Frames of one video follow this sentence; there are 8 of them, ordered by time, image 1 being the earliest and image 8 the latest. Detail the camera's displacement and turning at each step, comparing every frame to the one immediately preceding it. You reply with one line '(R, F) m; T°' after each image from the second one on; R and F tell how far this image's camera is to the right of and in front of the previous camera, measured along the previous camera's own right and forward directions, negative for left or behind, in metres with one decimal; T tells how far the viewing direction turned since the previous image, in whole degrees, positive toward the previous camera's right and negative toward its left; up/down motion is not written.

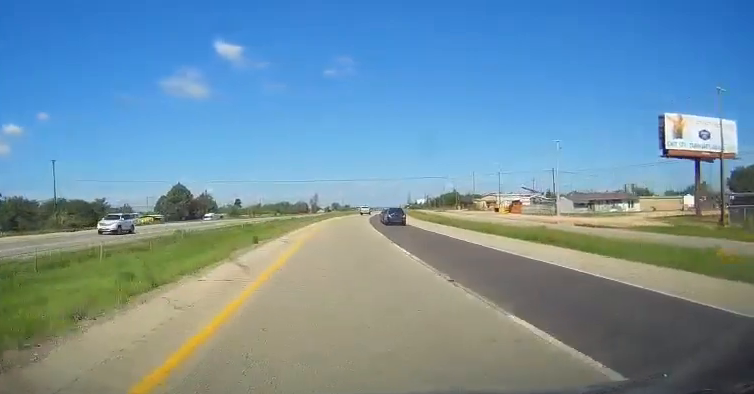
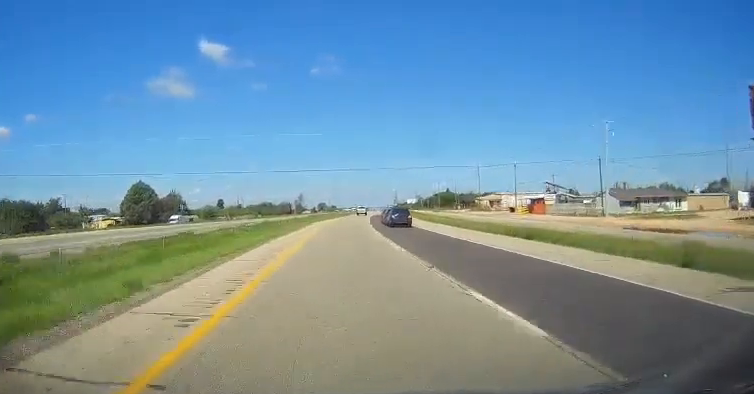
(-0.5, +22.3) m; +1°
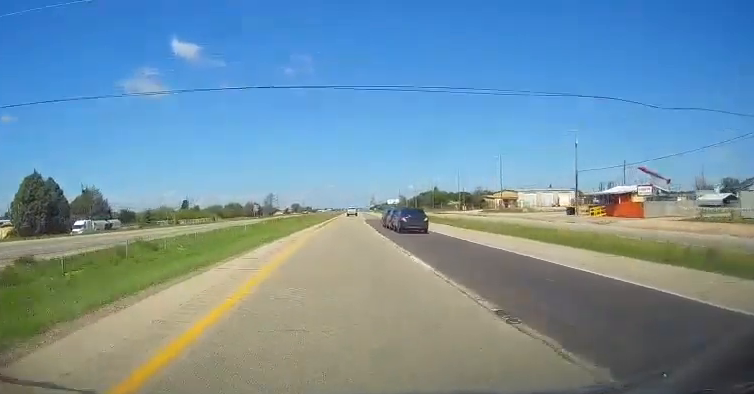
(+1.7, +41.8) m; +3°
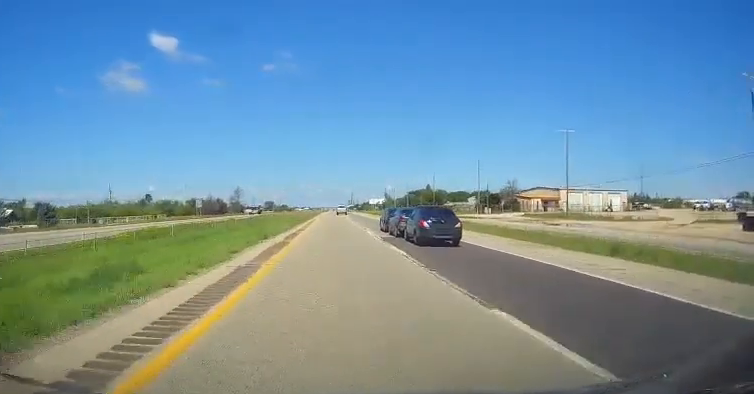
(+0.3, +45.1) m; +1°
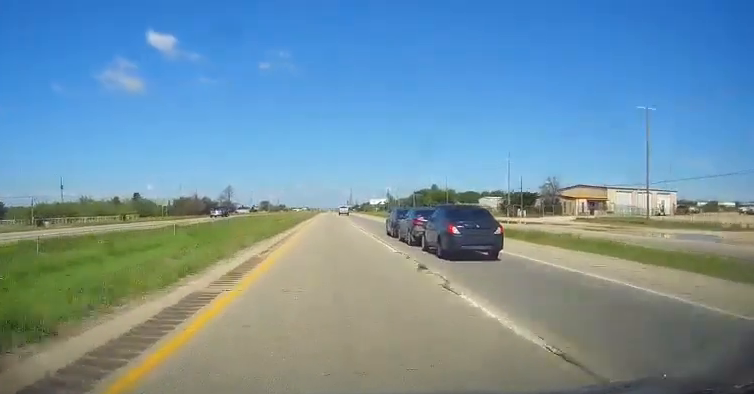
(+0.2, +23.1) m; +1°
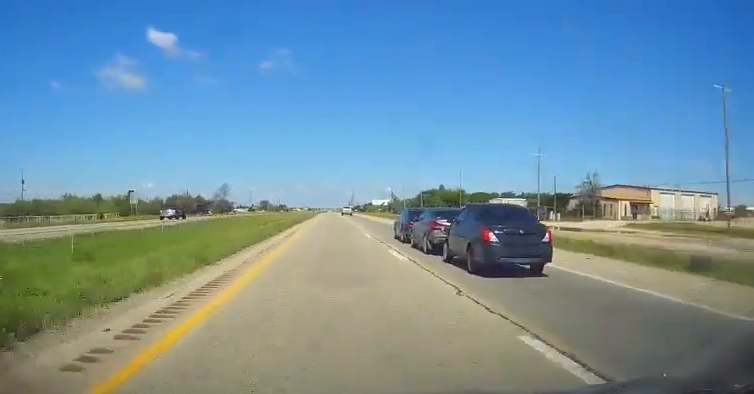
(+0.2, +15.1) m; 0°
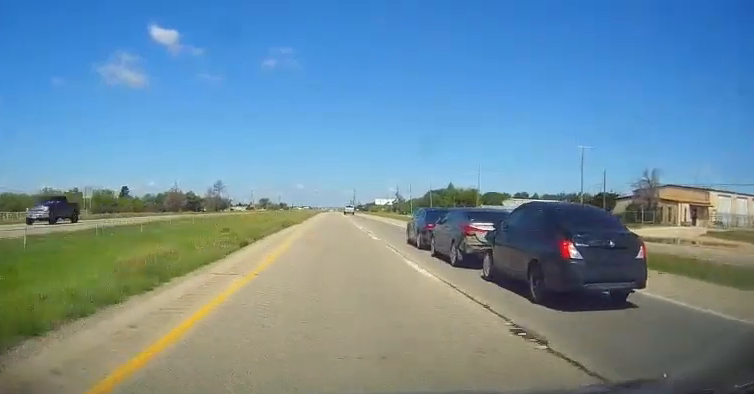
(+0.3, +16.2) m; 0°
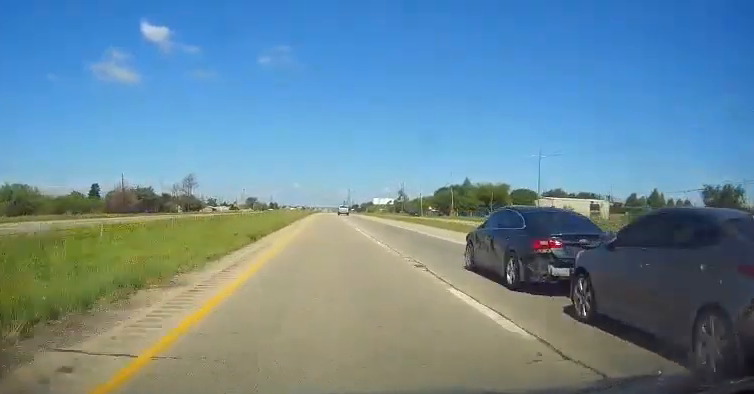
(-0.5, +41.8) m; -1°
